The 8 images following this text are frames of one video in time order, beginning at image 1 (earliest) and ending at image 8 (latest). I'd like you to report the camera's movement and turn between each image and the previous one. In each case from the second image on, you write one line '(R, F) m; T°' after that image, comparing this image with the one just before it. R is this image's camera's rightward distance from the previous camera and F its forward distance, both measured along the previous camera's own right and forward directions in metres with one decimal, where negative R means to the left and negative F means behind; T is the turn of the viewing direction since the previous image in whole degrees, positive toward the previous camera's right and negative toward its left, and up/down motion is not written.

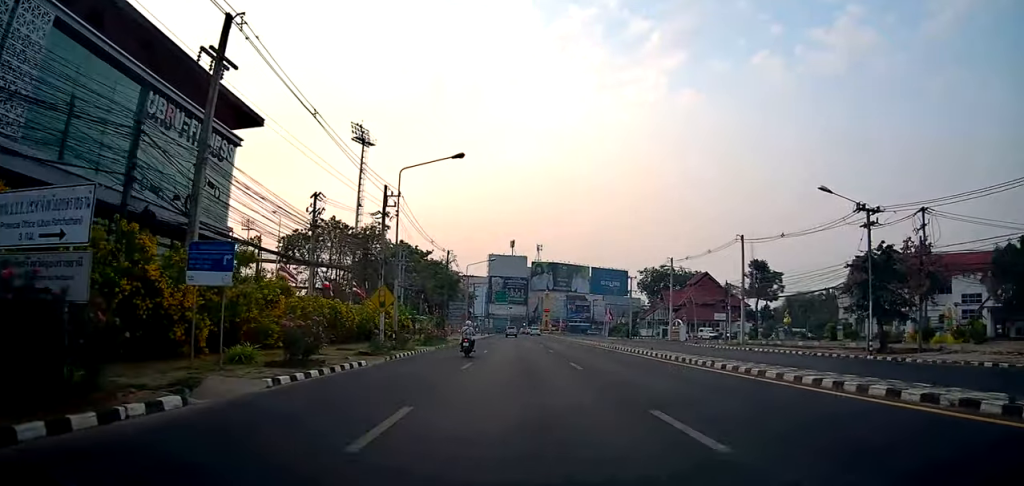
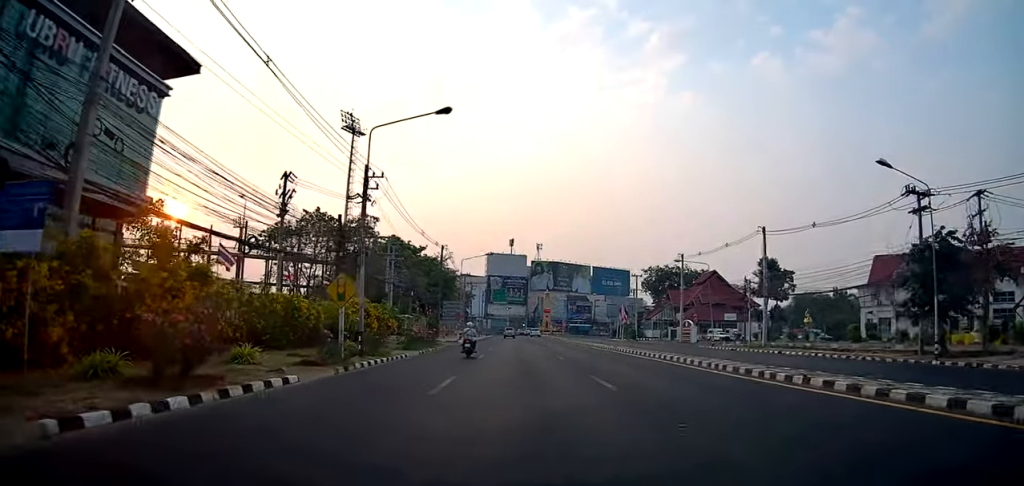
(0.0, +5.9) m; +1°
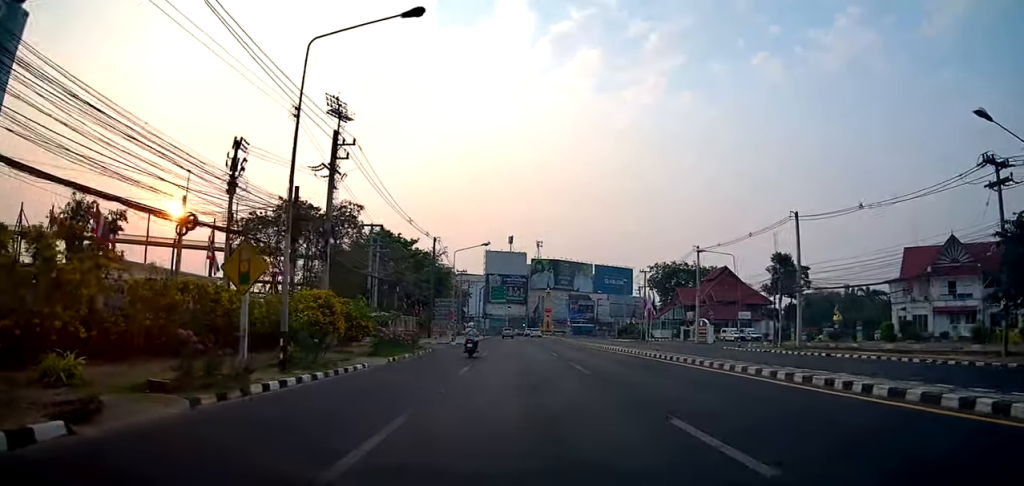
(-0.1, +7.2) m; +1°
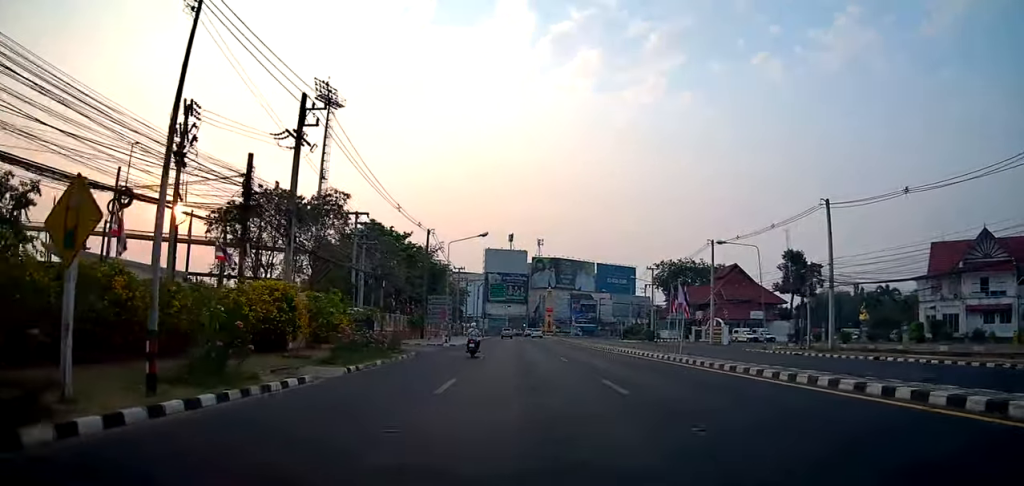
(+0.2, +5.4) m; 0°
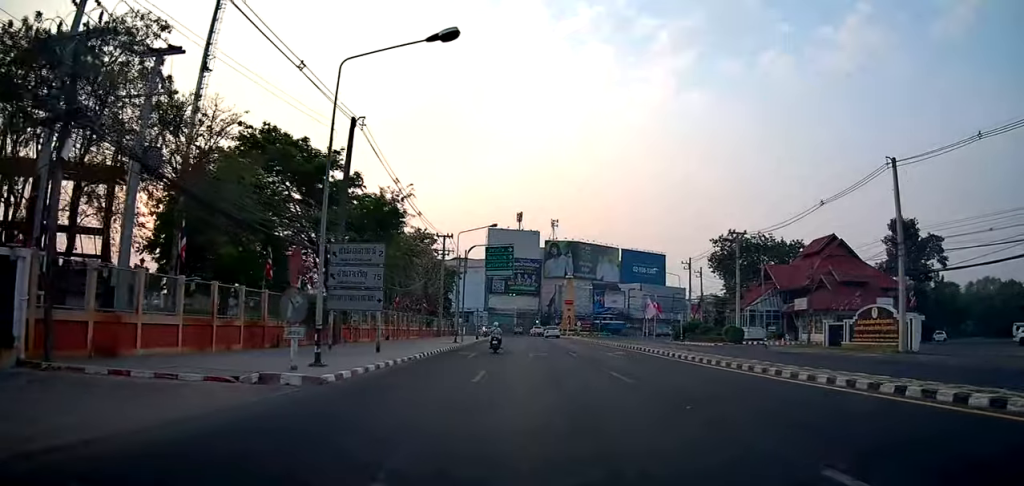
(-1.2, +34.3) m; -2°
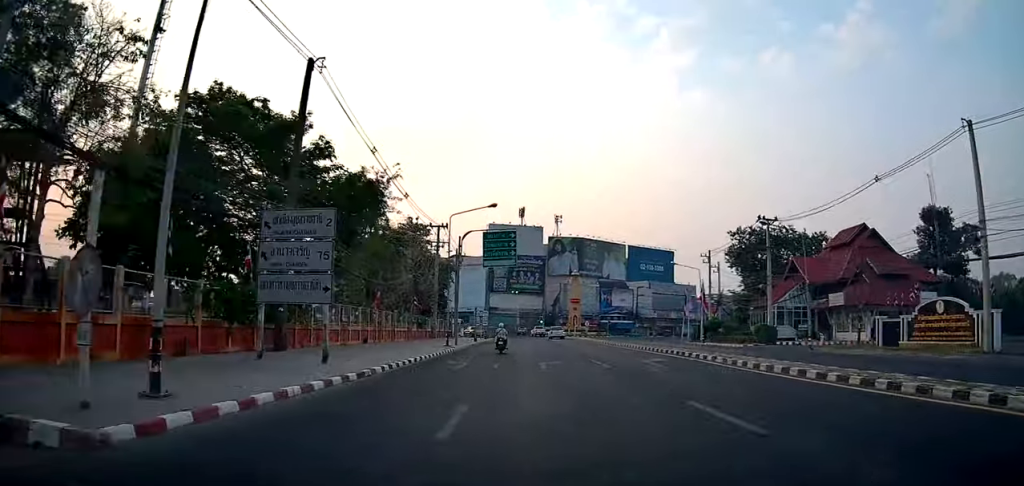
(+0.2, +7.4) m; 0°
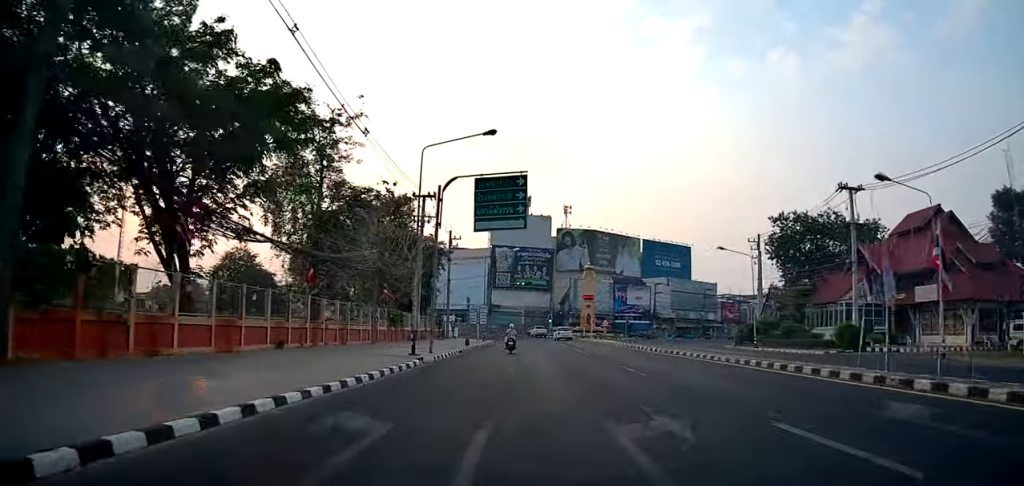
(-0.3, +14.1) m; -1°
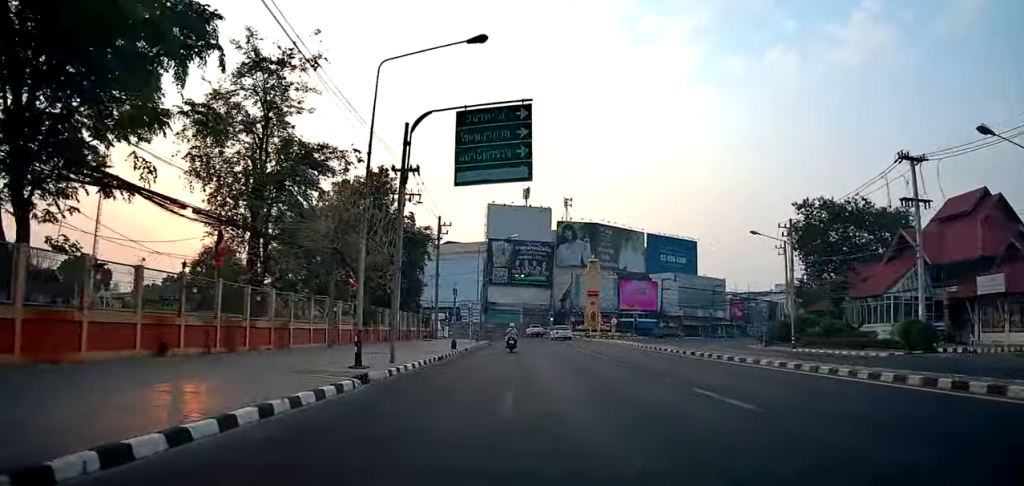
(+0.1, +7.9) m; 0°
